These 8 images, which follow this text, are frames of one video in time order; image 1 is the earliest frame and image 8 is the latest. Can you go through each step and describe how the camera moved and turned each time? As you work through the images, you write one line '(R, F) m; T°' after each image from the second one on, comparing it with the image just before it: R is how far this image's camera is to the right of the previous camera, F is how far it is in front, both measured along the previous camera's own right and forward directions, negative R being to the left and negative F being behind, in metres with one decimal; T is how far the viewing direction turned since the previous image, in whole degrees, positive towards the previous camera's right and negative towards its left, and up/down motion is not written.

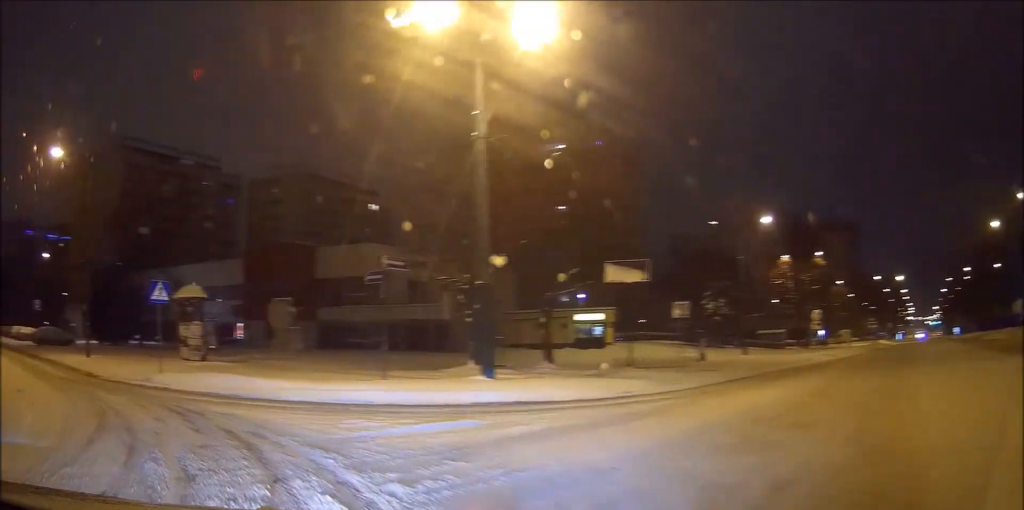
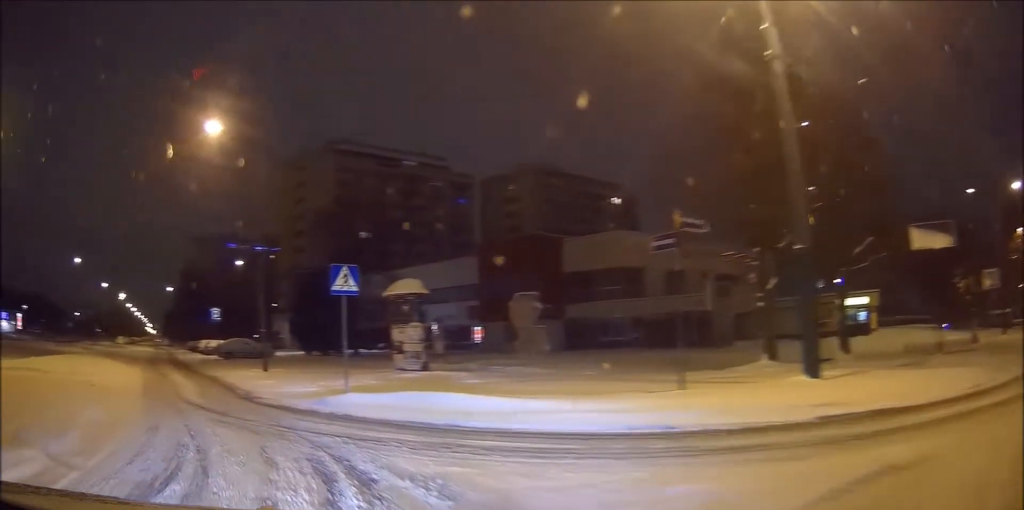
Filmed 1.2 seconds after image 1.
(-0.1, +4.8) m; -11°
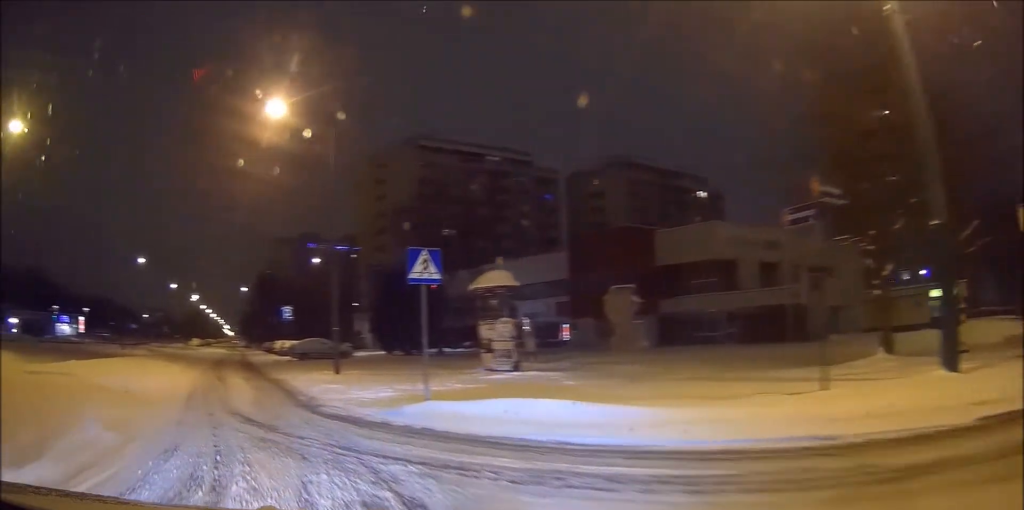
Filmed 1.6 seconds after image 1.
(+0.2, +1.8) m; -9°
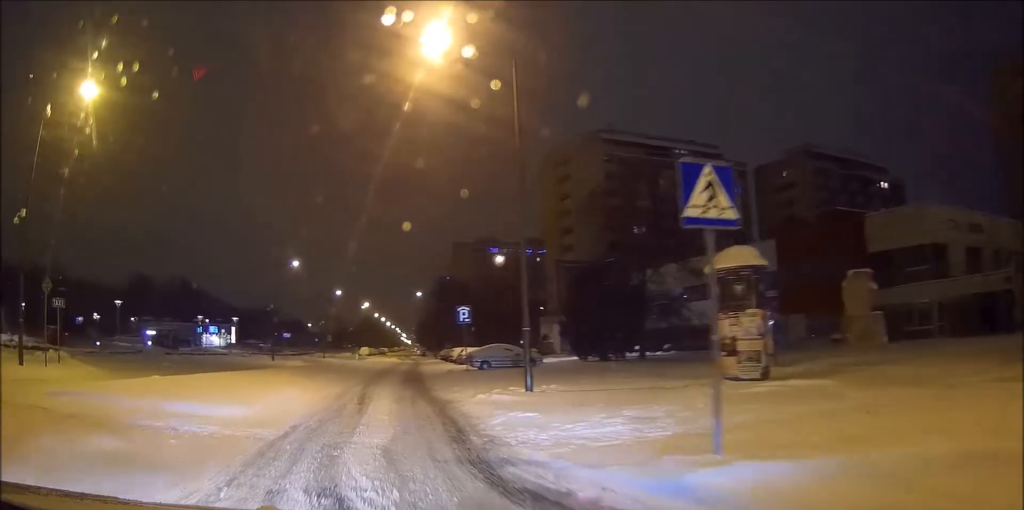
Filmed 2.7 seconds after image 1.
(-1.5, +5.3) m; -27°
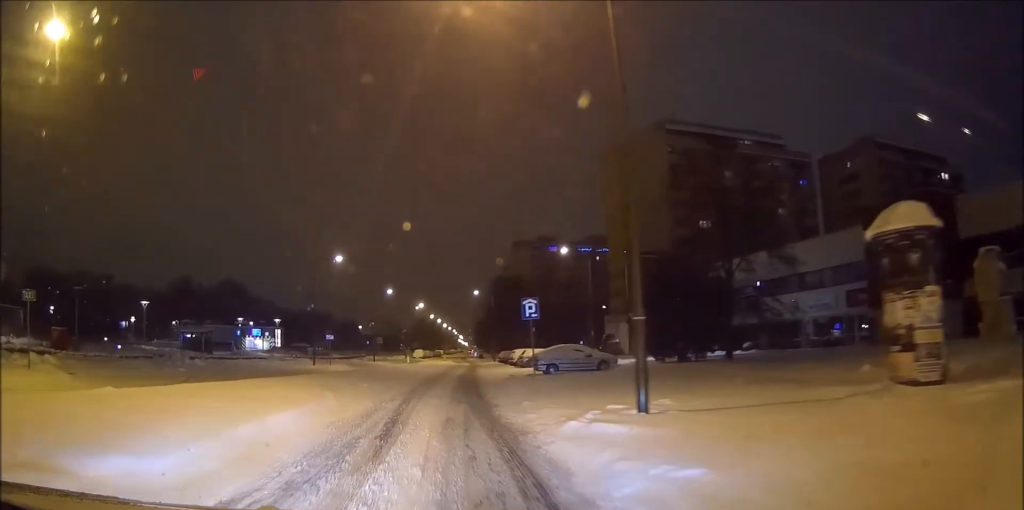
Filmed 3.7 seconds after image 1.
(-0.6, +5.5) m; -7°
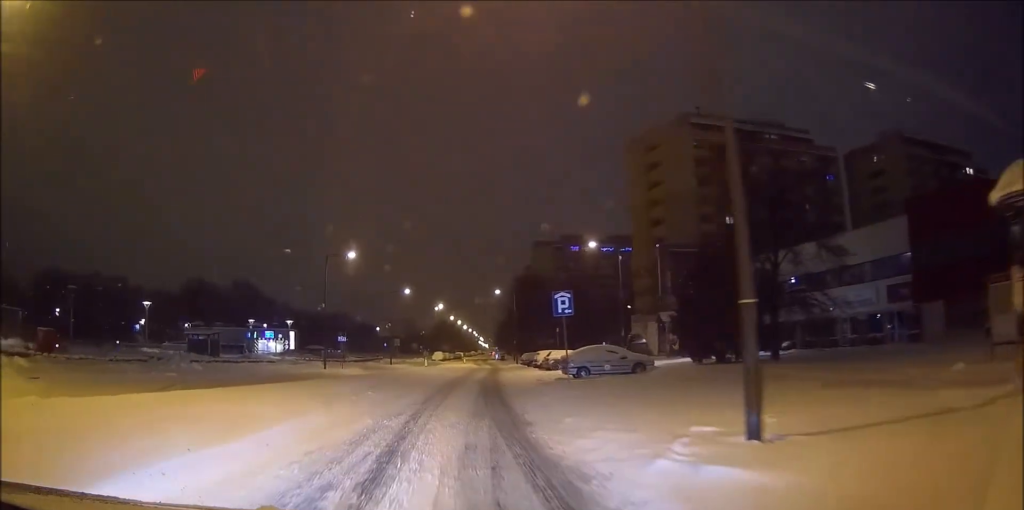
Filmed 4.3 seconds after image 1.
(0.0, +3.6) m; 0°
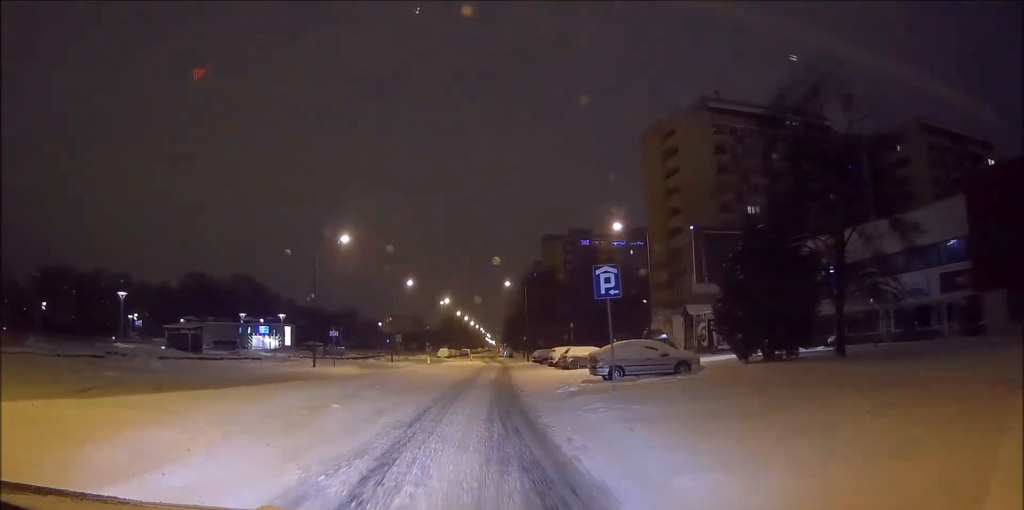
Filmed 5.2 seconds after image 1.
(0.0, +5.9) m; 0°
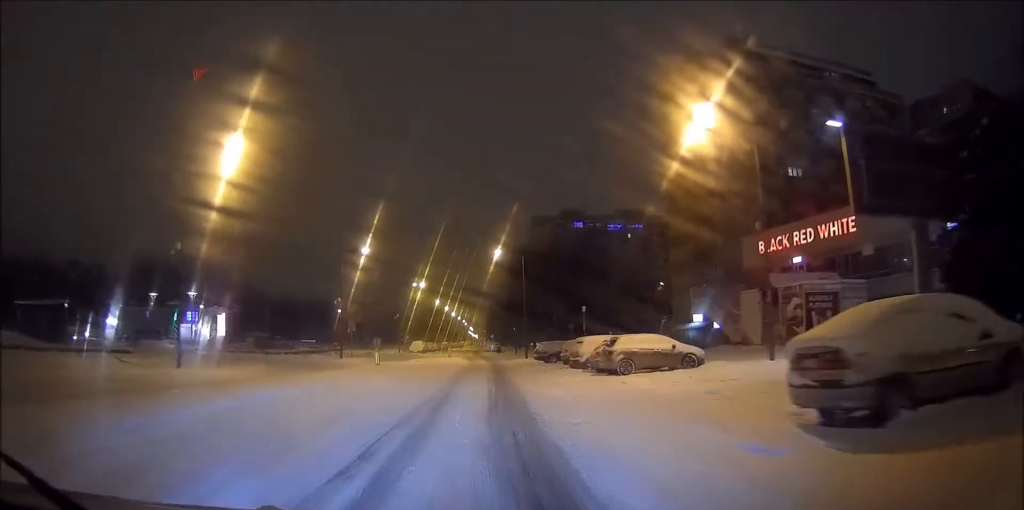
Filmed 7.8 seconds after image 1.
(0.0, +19.2) m; +2°
